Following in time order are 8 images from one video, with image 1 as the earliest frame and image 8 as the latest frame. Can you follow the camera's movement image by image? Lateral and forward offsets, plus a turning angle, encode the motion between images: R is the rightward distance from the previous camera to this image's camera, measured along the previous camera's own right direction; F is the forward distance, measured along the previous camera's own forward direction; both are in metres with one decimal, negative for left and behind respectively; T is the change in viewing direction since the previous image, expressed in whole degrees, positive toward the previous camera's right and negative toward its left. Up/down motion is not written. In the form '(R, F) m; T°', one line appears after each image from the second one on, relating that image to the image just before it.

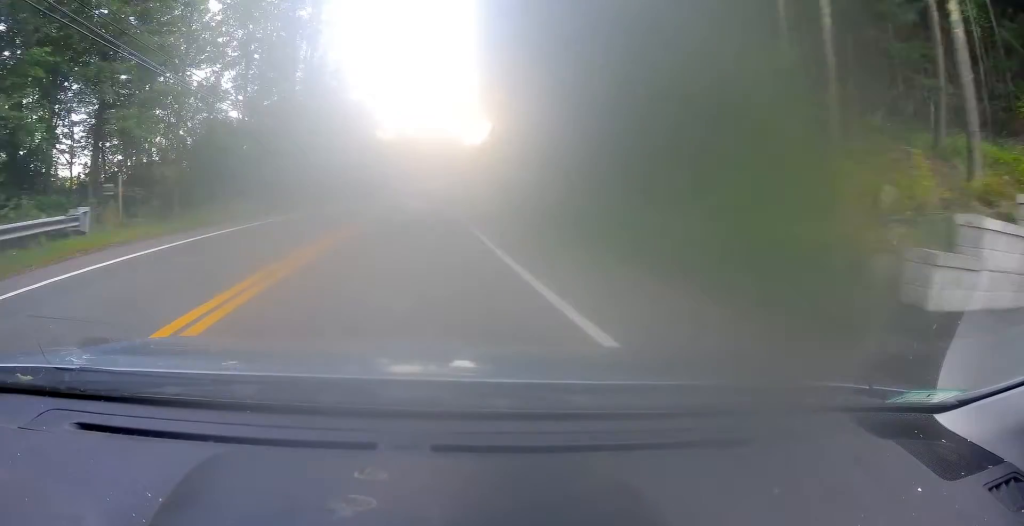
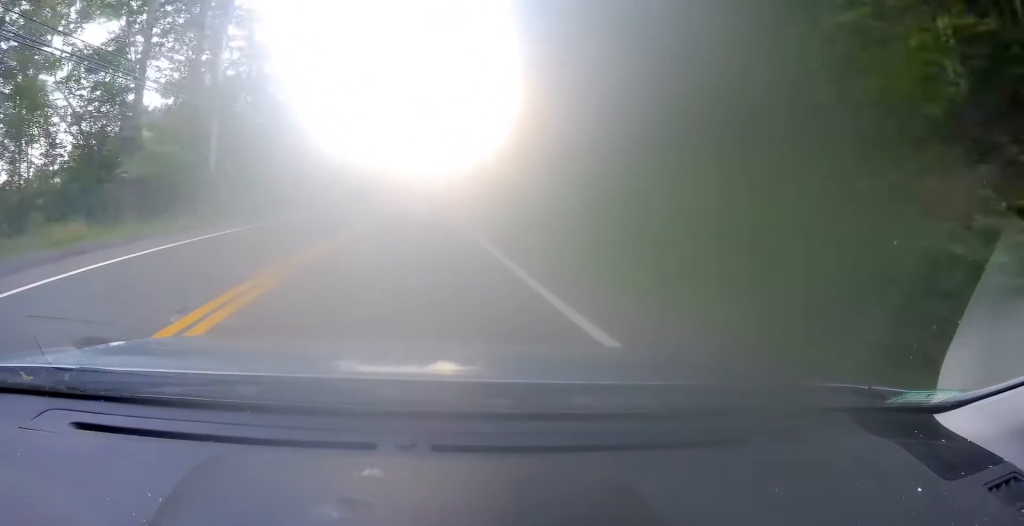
(+0.3, +21.7) m; +2°
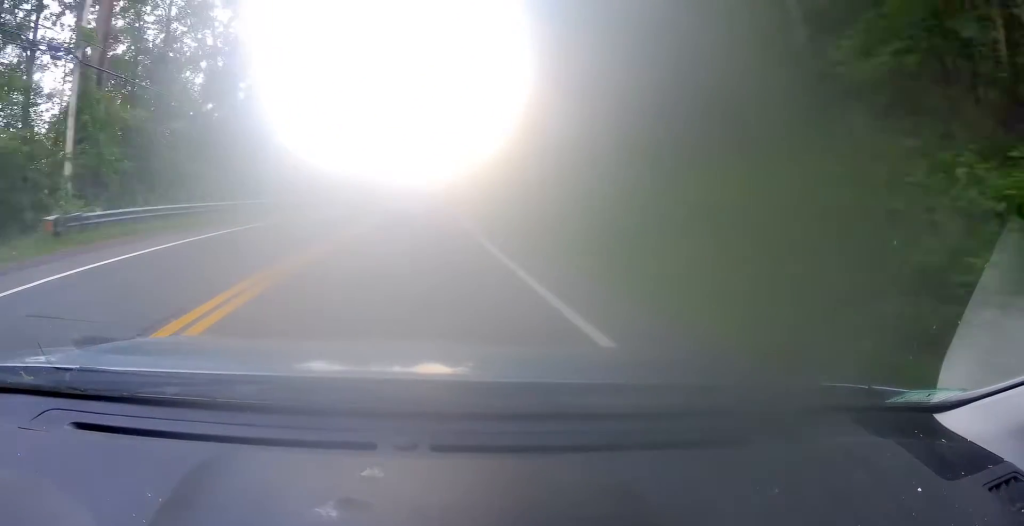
(-0.1, +12.7) m; +1°
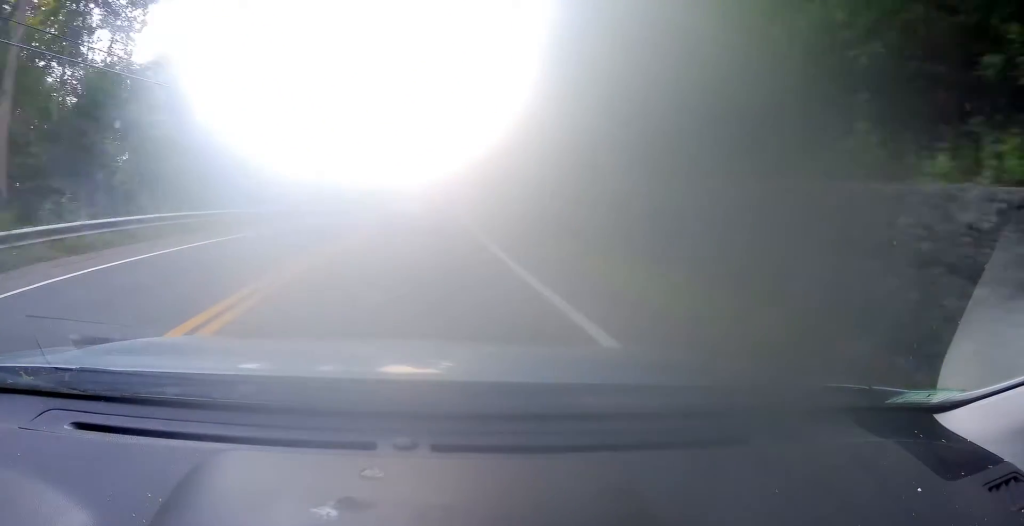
(+1.1, +28.5) m; +4°
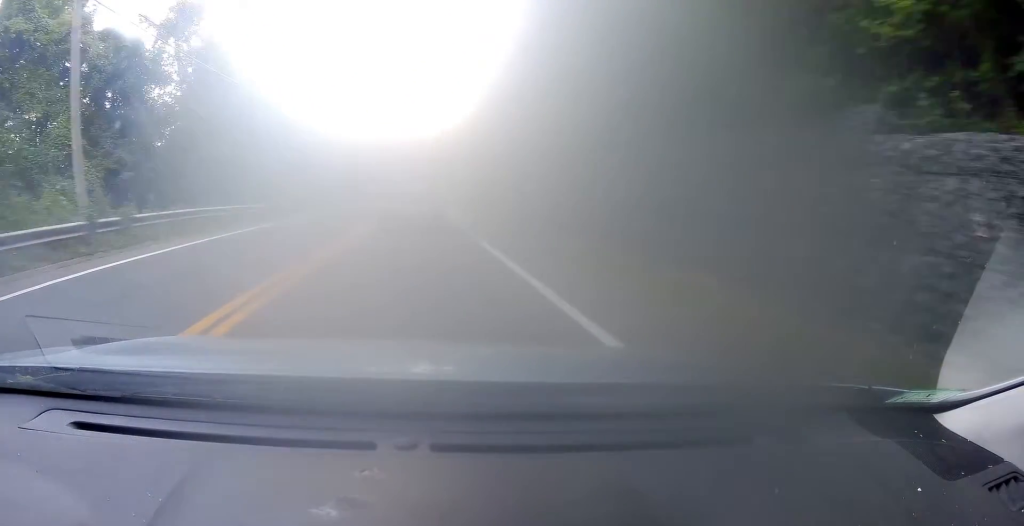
(+0.9, +22.7) m; +4°
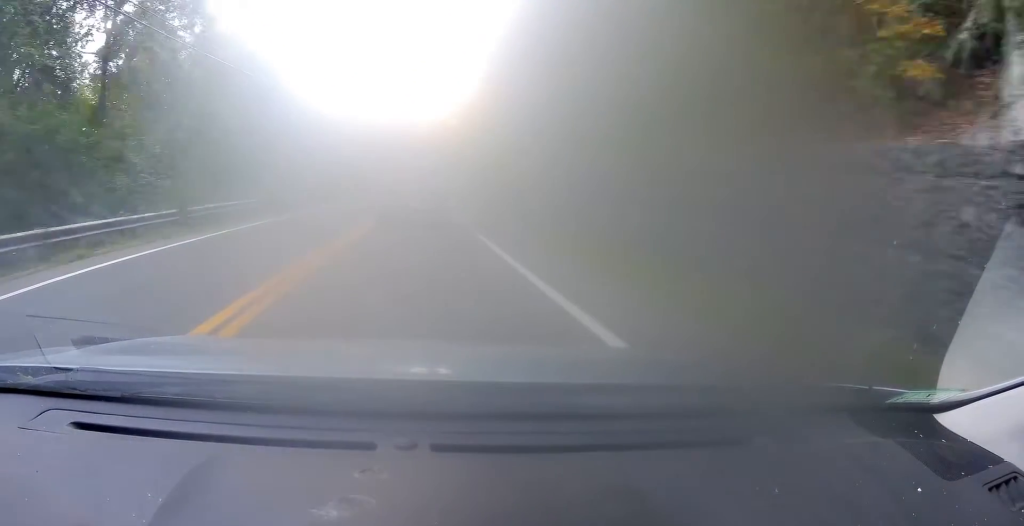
(+0.4, +15.7) m; +1°
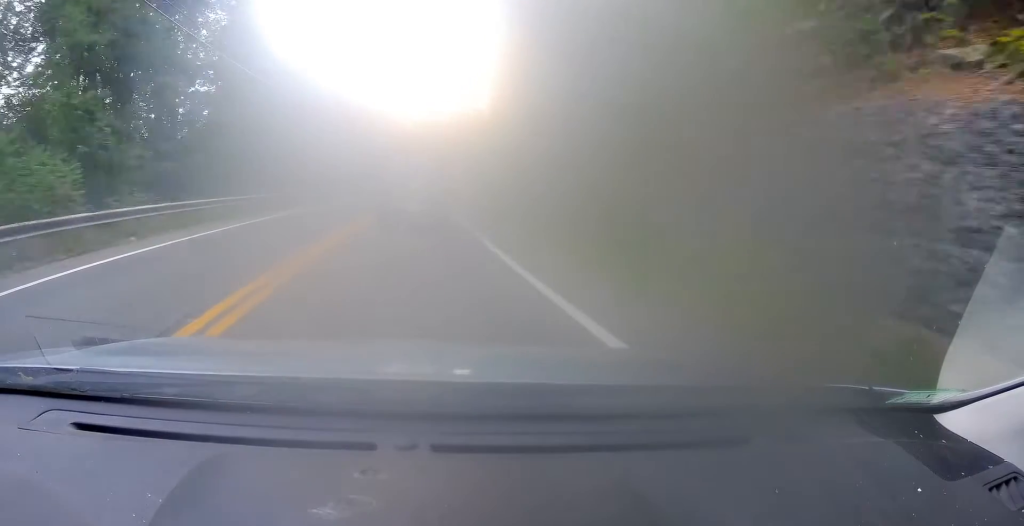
(+0.3, +30.5) m; +2°
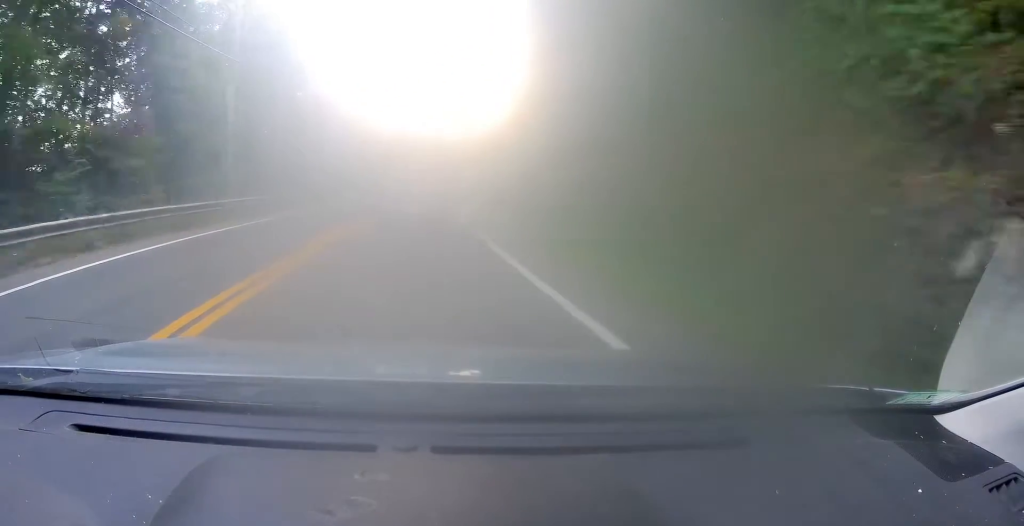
(+0.3, +19.8) m; +1°
